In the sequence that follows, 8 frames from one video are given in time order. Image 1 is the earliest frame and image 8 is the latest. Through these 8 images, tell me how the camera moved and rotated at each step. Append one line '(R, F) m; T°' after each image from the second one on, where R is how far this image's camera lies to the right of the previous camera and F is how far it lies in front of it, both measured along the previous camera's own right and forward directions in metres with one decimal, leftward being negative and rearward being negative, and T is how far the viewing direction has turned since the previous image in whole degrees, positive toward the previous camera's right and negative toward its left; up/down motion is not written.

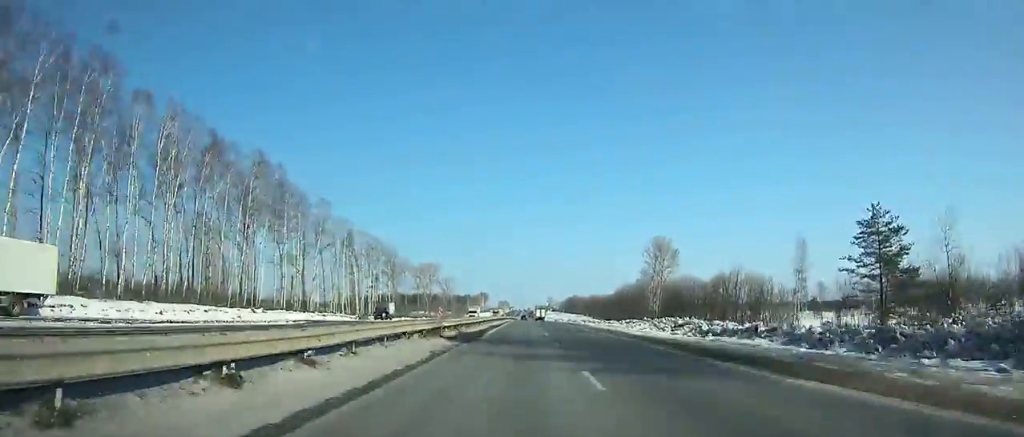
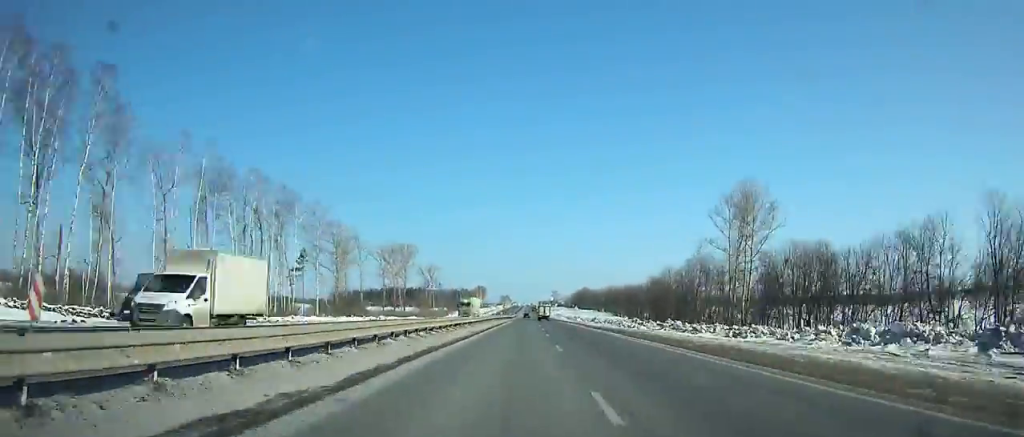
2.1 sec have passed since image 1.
(-0.1, +63.7) m; 0°
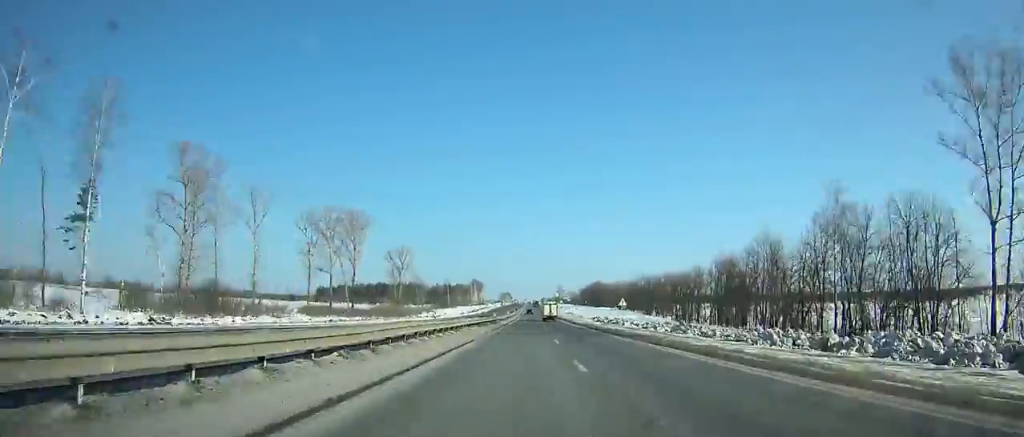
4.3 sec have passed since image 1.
(-0.1, +66.3) m; 0°
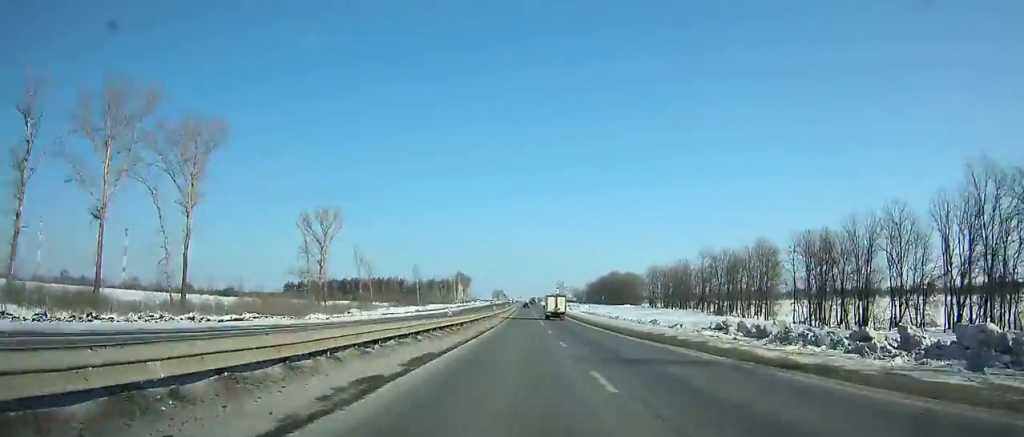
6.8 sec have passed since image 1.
(0.0, +75.0) m; 0°
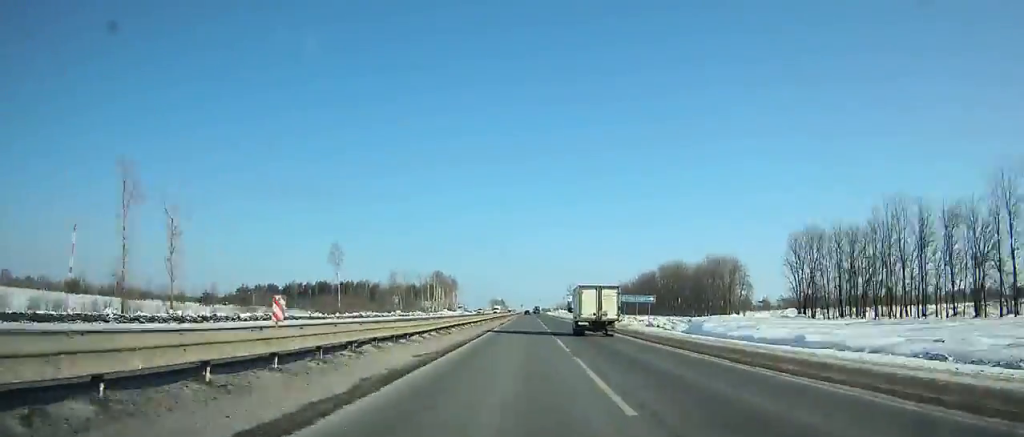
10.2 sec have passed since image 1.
(+0.2, +101.3) m; 0°
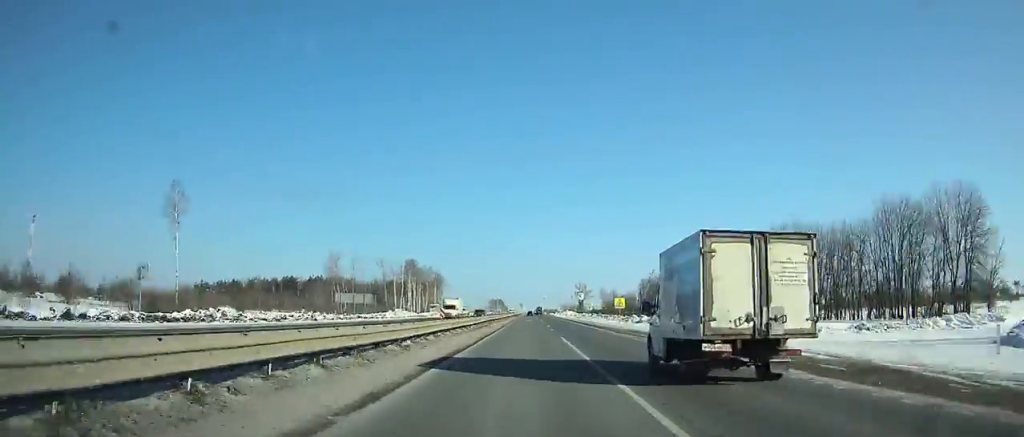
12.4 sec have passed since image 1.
(0.0, +65.0) m; 0°
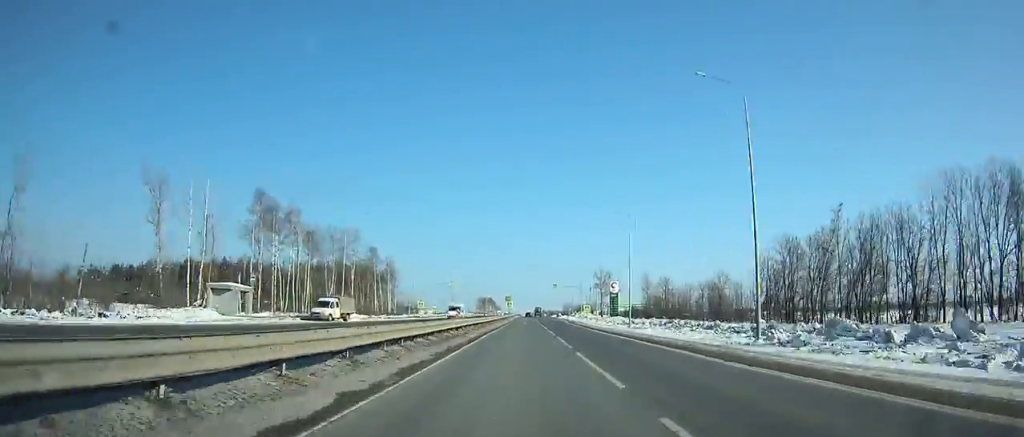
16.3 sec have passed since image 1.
(+0.2, +113.8) m; 0°
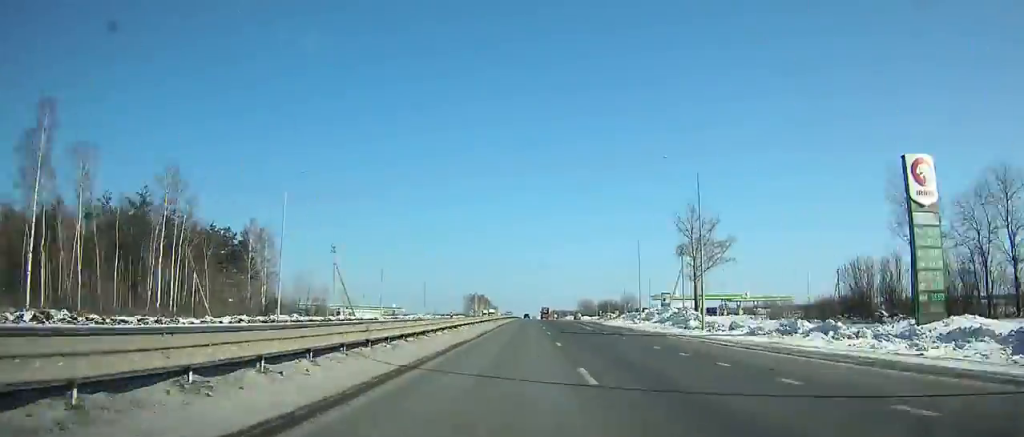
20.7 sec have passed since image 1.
(-0.1, +126.3) m; 0°
